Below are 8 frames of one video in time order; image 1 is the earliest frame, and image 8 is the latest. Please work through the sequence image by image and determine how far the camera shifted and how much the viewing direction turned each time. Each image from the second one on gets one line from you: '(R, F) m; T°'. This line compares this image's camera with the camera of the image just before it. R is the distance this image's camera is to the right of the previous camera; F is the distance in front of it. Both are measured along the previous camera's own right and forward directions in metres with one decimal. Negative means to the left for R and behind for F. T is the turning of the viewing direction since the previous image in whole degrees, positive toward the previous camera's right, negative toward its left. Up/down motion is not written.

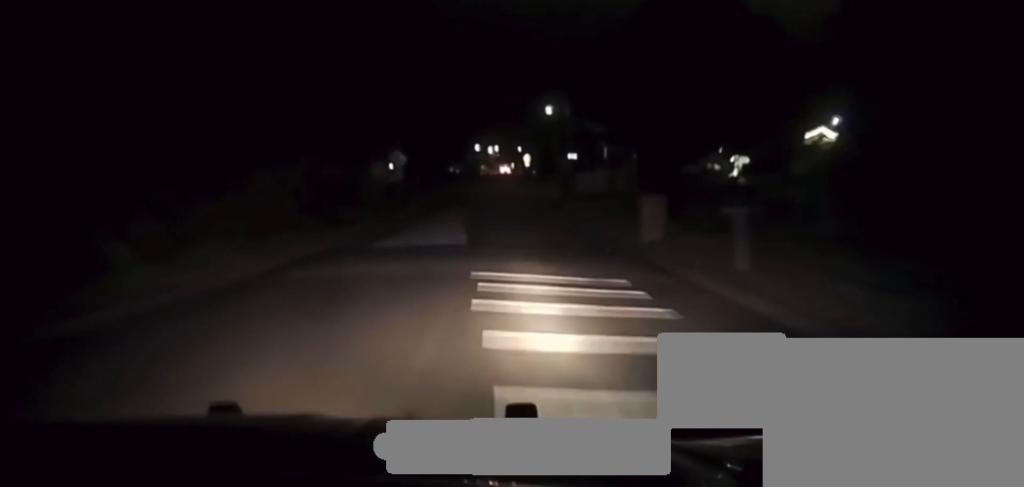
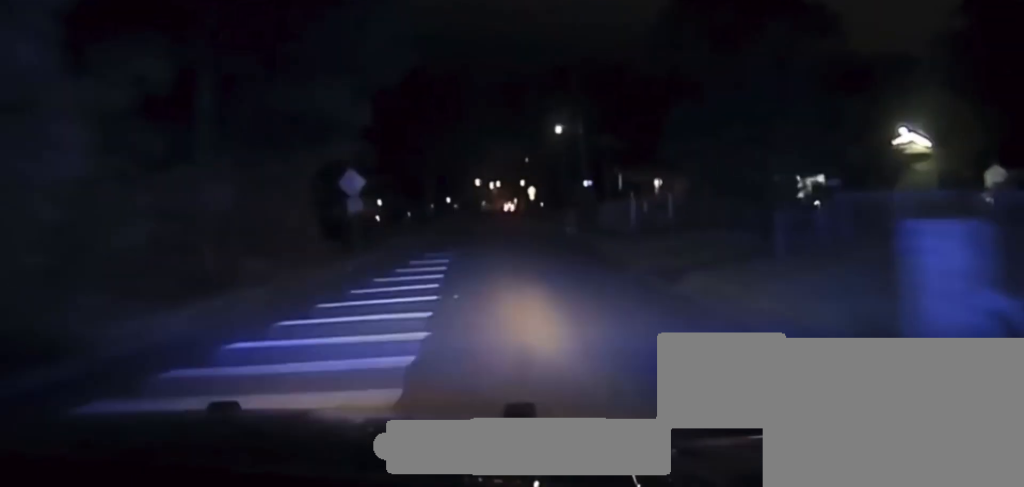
(0.0, +16.1) m; 0°
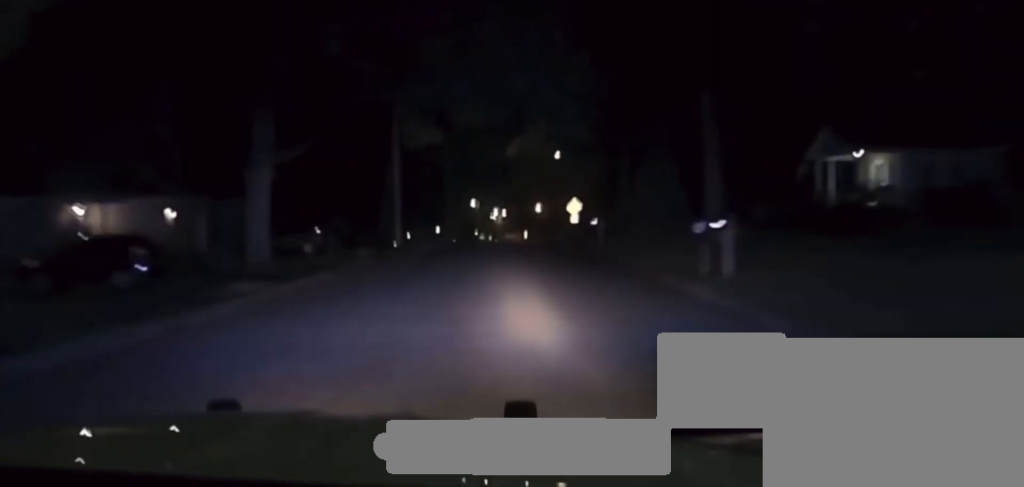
(-0.1, +81.4) m; 0°
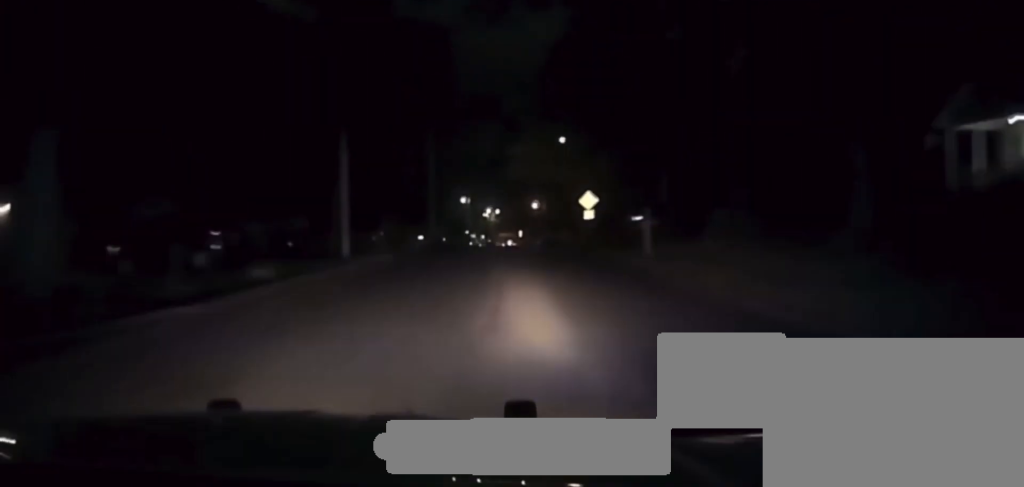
(0.0, +16.2) m; 0°
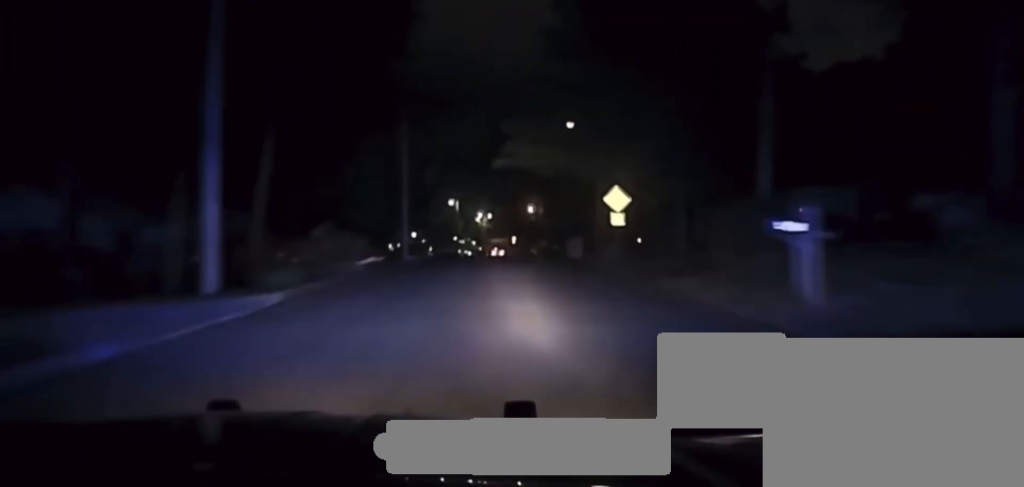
(+0.1, +14.9) m; 0°
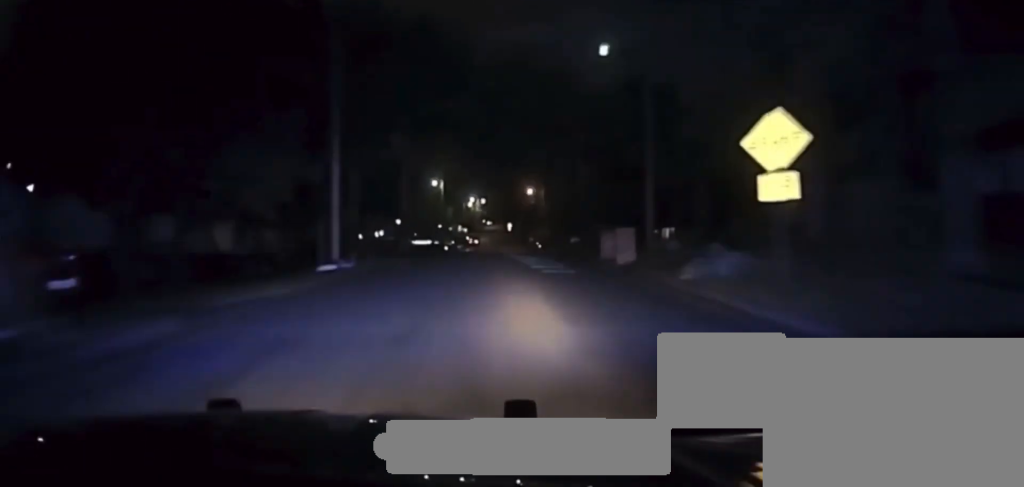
(+0.1, +22.6) m; 0°
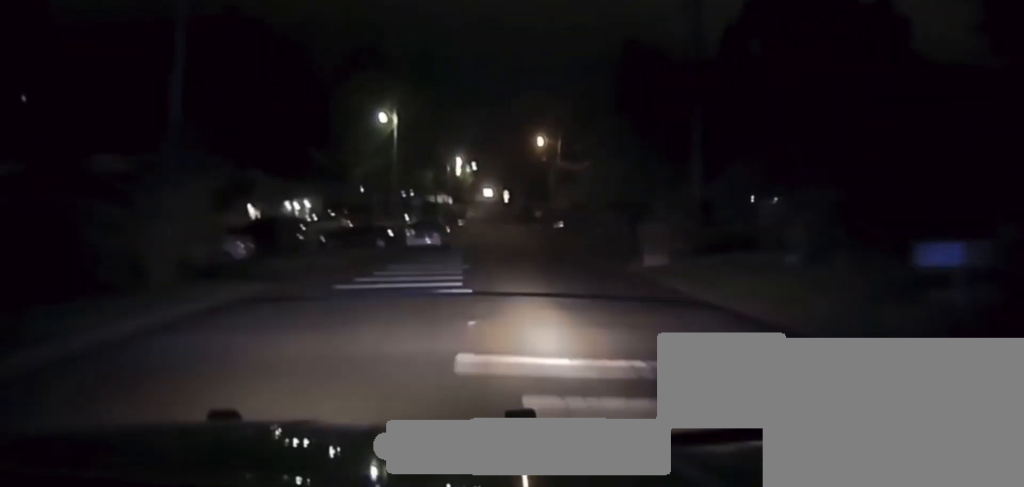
(+0.3, +42.1) m; +1°
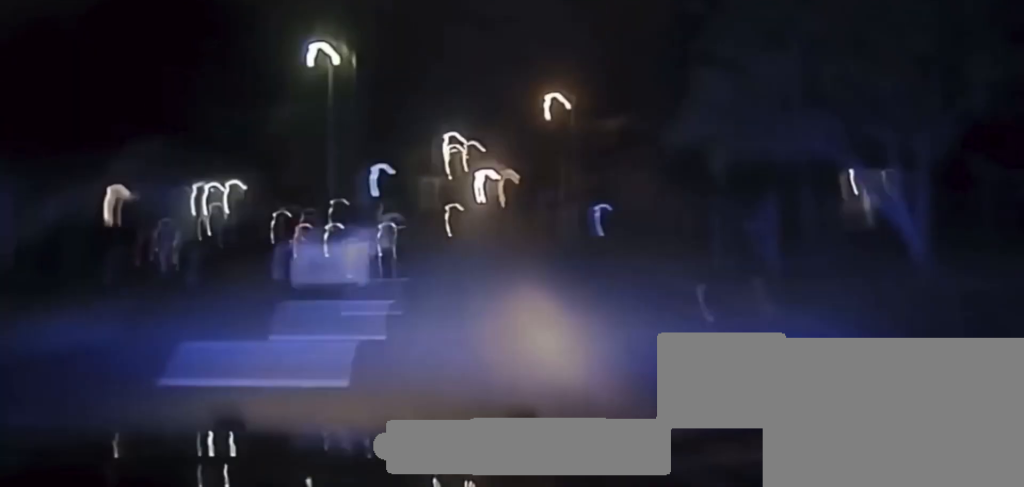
(+0.2, +21.4) m; 0°
